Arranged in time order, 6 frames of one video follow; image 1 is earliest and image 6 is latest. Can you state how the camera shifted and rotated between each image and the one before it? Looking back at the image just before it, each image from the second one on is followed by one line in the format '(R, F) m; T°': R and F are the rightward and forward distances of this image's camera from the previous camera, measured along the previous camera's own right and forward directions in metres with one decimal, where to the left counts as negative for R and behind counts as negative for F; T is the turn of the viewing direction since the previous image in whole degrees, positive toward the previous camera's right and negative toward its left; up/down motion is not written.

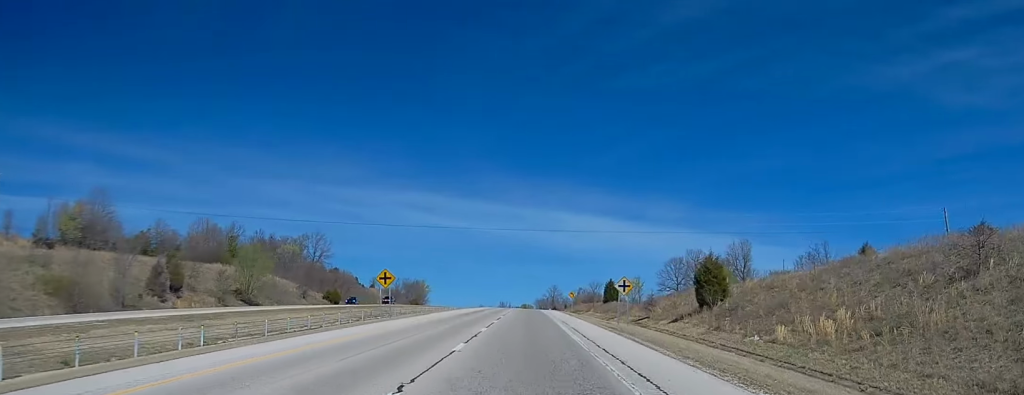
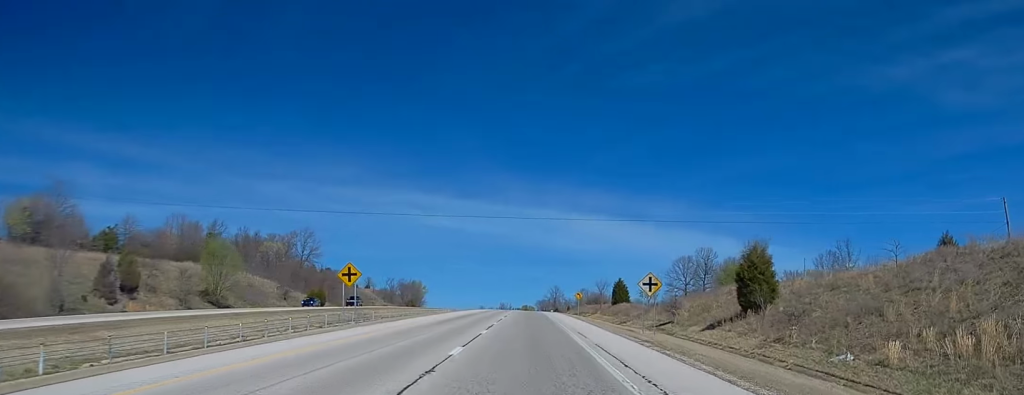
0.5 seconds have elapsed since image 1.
(0.0, +13.2) m; 0°
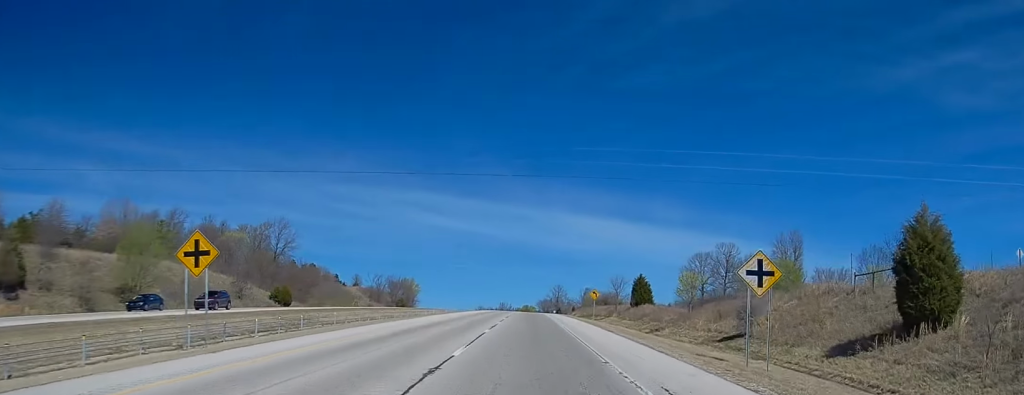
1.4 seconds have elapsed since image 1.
(0.0, +24.2) m; 0°
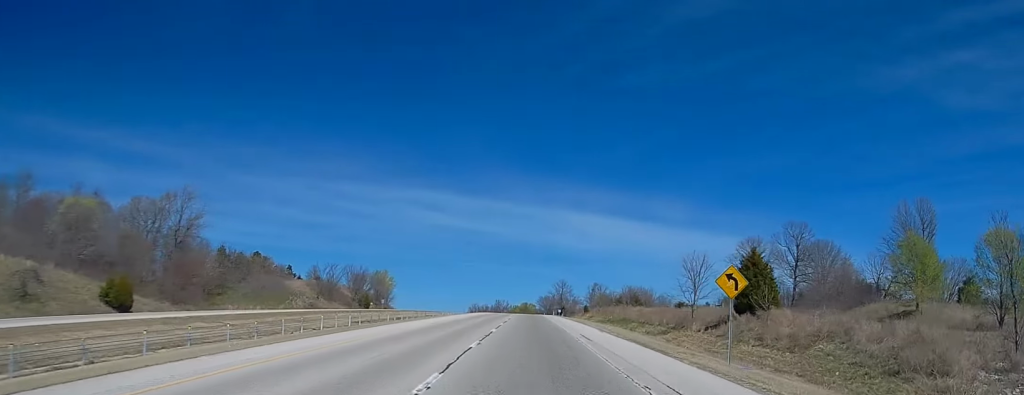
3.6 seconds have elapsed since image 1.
(+0.1, +57.2) m; 0°
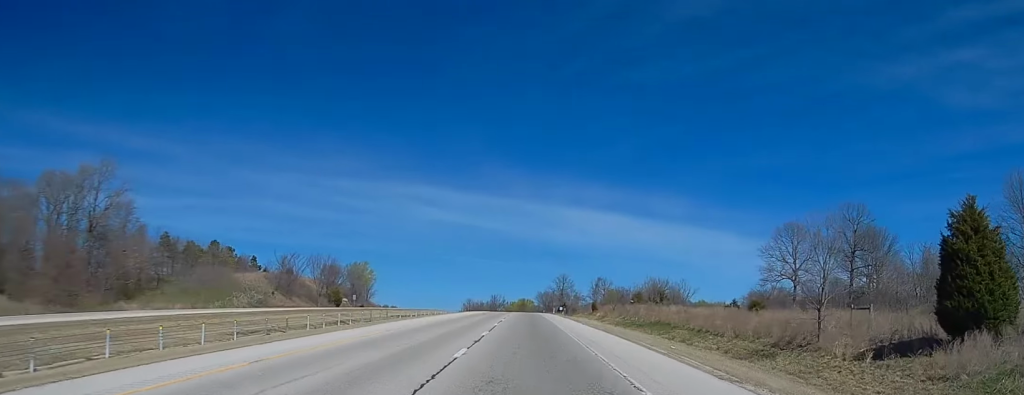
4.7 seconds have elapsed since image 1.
(-0.3, +29.4) m; -1°
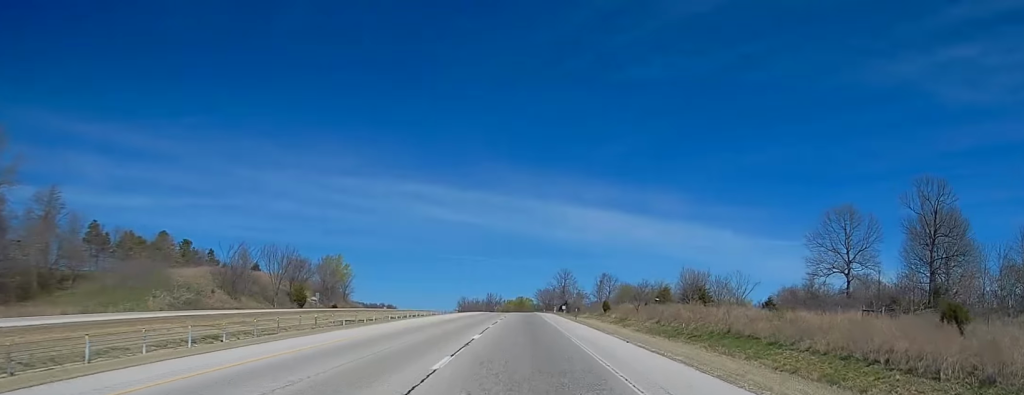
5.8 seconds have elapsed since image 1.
(-0.4, +27.7) m; 0°
